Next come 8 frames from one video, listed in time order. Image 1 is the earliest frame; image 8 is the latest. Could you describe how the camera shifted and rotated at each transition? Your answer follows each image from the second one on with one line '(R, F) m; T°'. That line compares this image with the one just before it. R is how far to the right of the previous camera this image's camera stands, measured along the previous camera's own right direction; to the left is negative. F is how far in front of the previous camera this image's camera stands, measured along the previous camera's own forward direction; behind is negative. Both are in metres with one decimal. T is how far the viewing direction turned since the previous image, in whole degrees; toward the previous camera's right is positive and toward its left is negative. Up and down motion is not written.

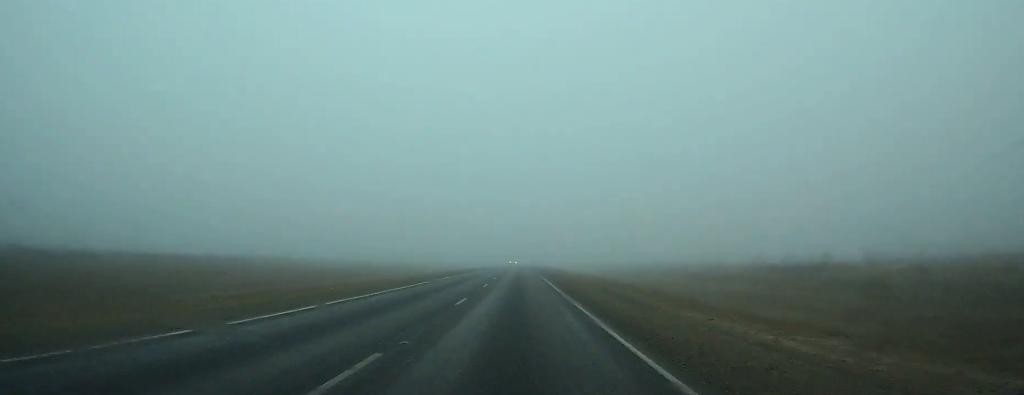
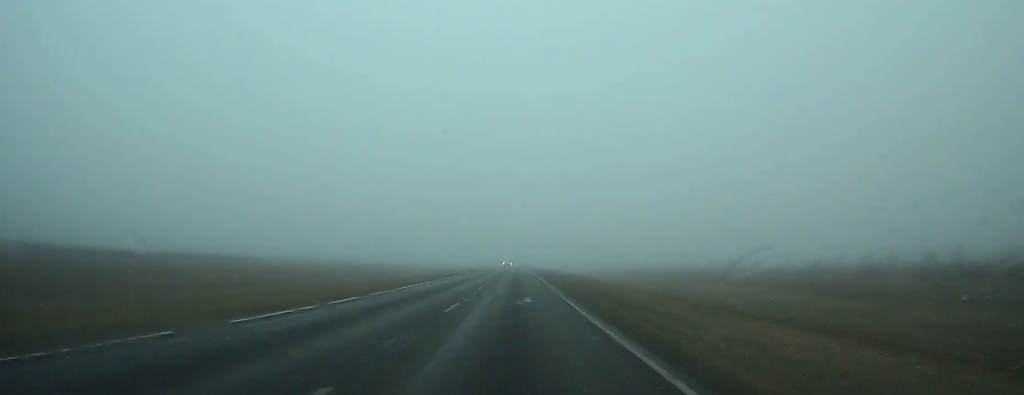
(0.0, +37.1) m; 0°
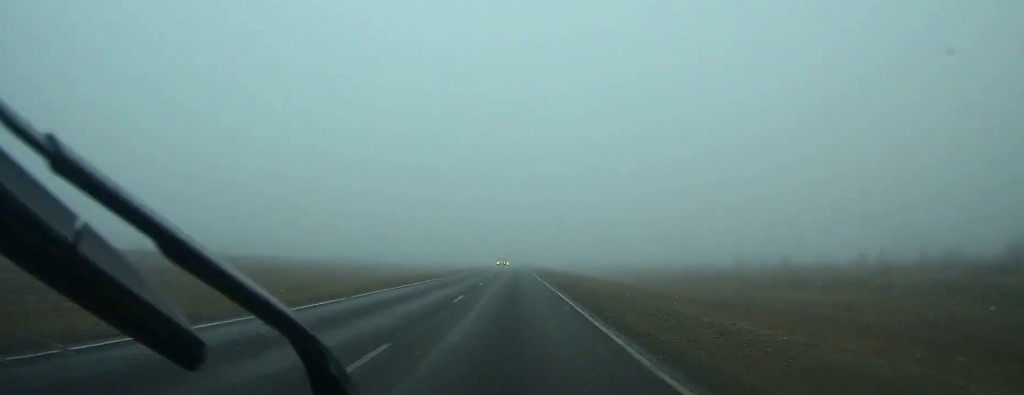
(0.0, +20.2) m; 0°
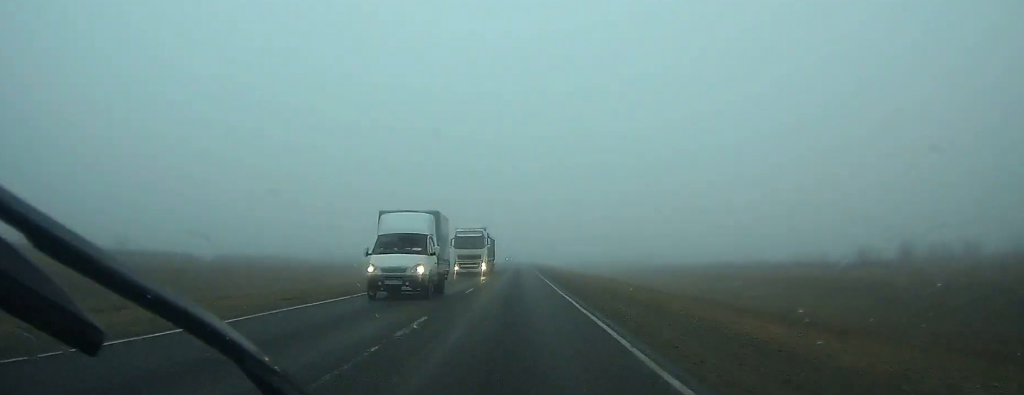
(-0.1, +70.4) m; 0°
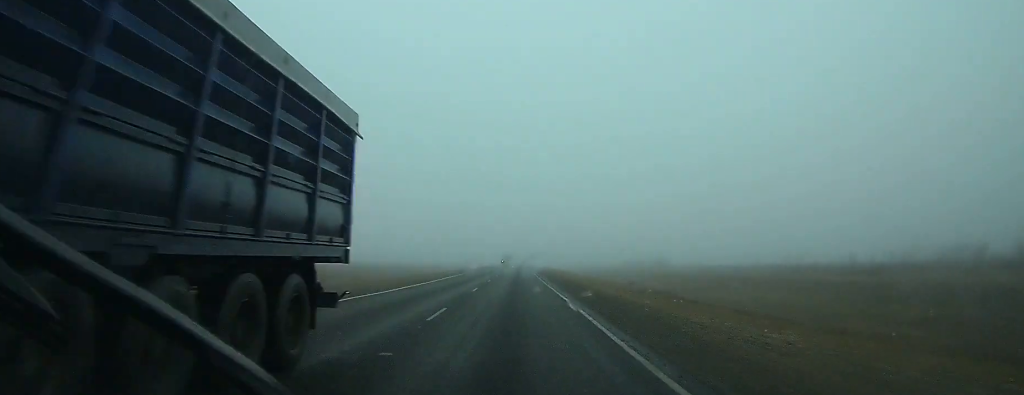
(-0.1, +34.4) m; 0°
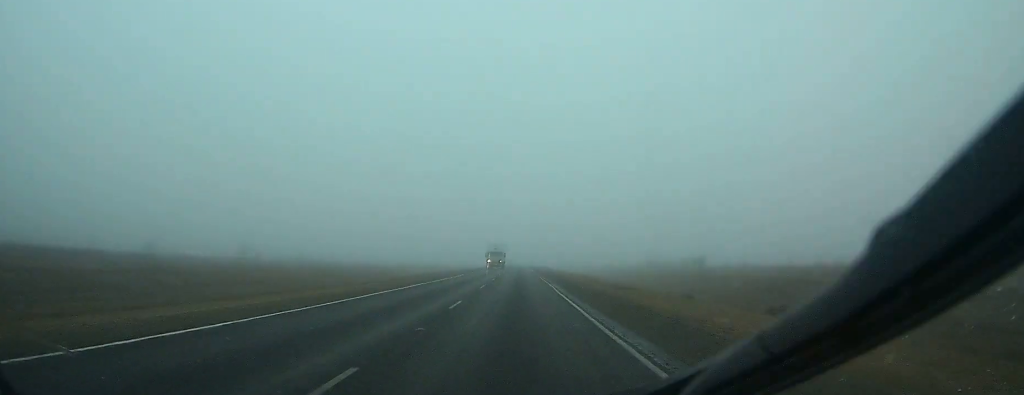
(-0.1, +45.4) m; 0°
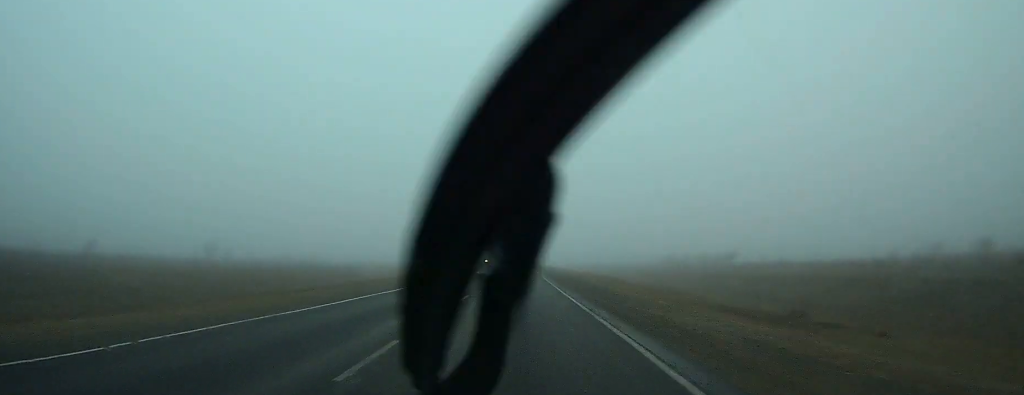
(0.0, +21.5) m; 0°
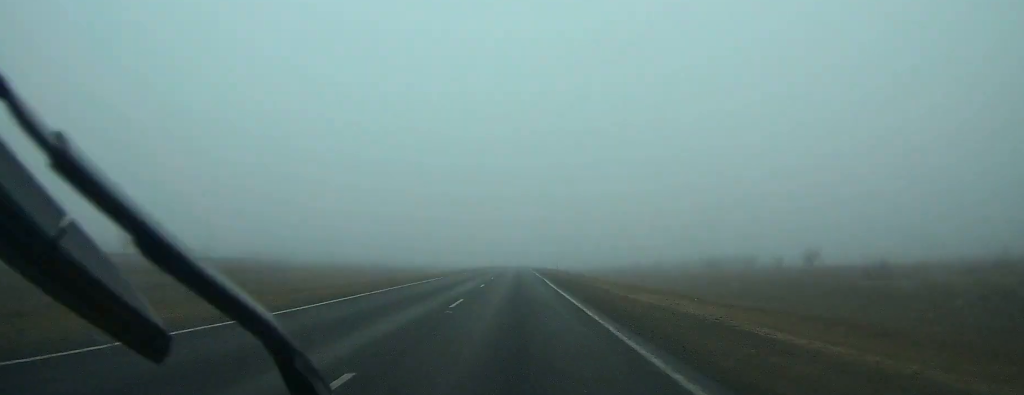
(-0.1, +37.1) m; 0°
